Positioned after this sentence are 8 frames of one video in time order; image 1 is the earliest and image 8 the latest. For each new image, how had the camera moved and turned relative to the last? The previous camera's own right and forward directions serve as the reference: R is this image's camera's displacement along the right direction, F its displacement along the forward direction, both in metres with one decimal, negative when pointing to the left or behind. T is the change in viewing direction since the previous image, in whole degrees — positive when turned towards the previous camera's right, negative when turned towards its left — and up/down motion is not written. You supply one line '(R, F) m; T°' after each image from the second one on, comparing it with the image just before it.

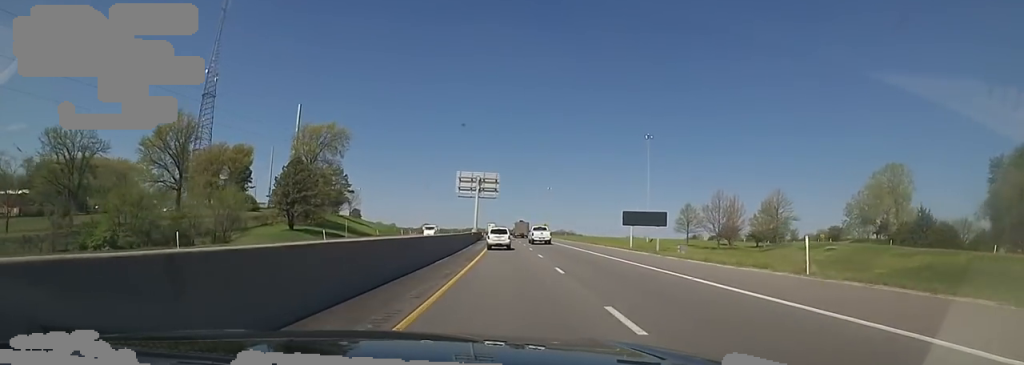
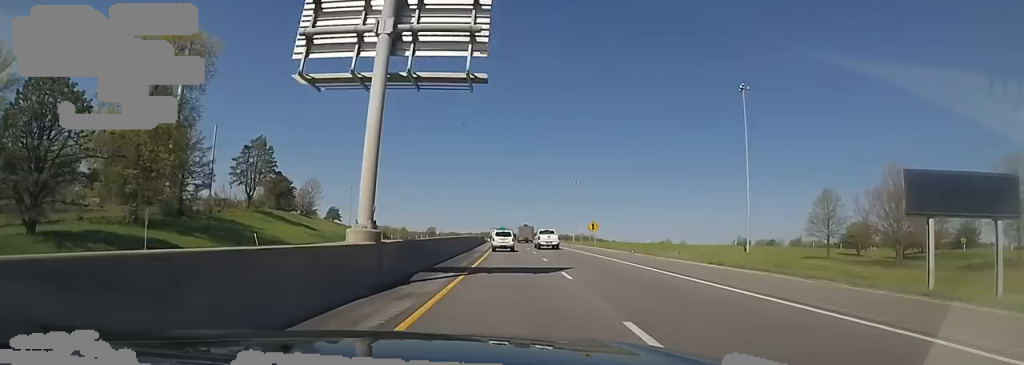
(+0.6, +50.1) m; -1°
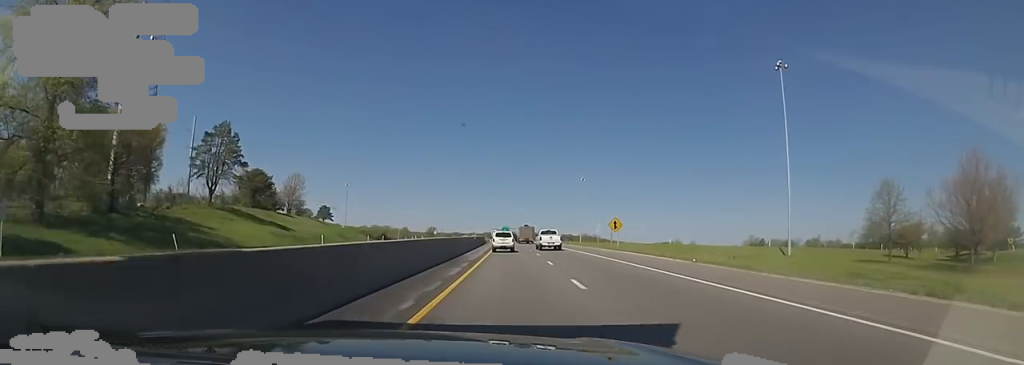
(-0.4, +12.3) m; -1°
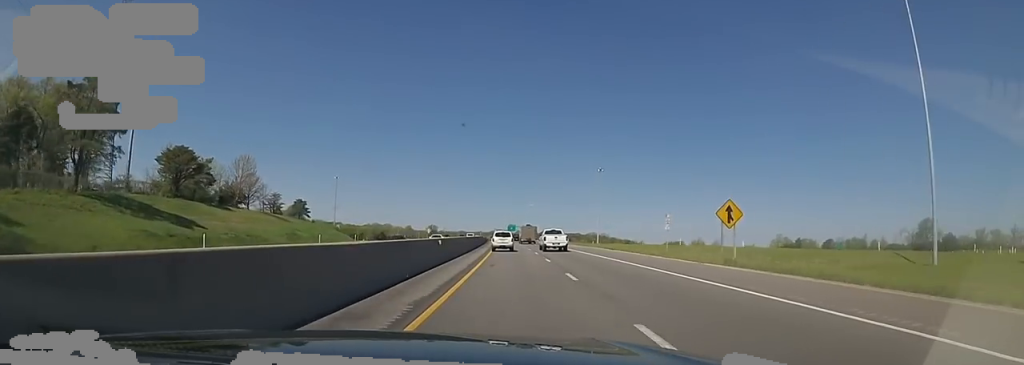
(-0.6, +26.6) m; -3°
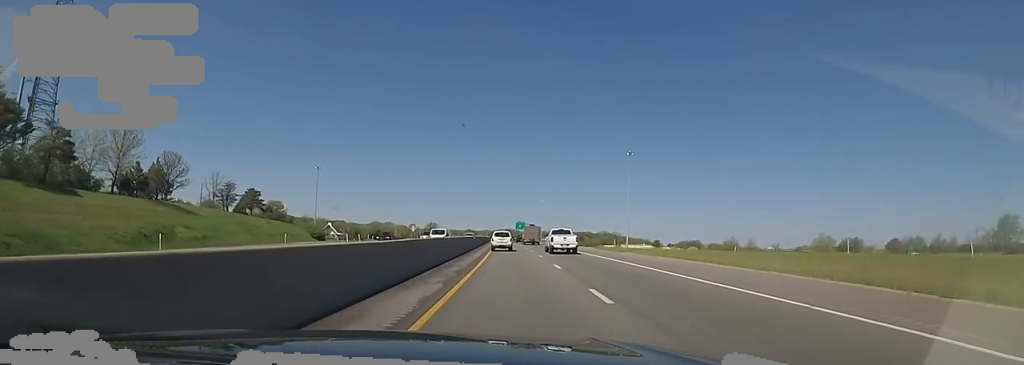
(-1.0, +33.9) m; -1°
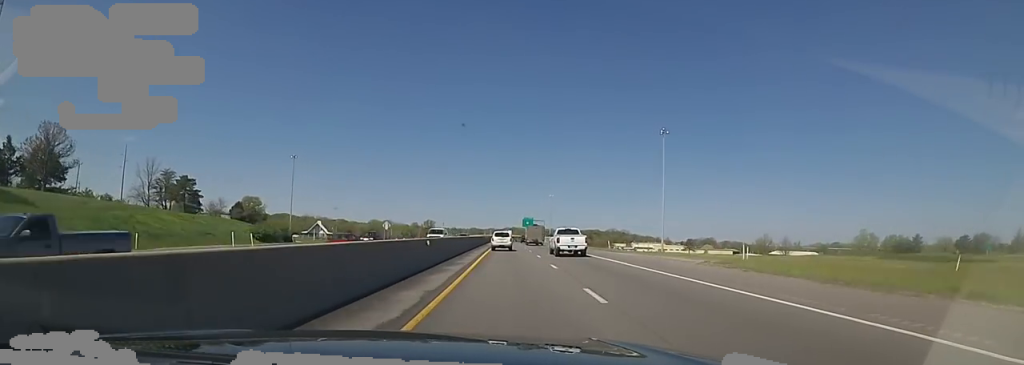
(+0.3, +29.1) m; 0°
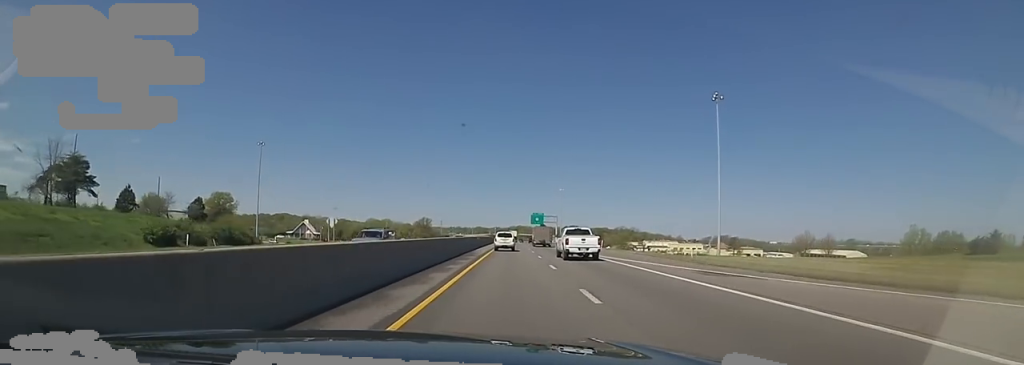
(0.0, +29.3) m; -1°
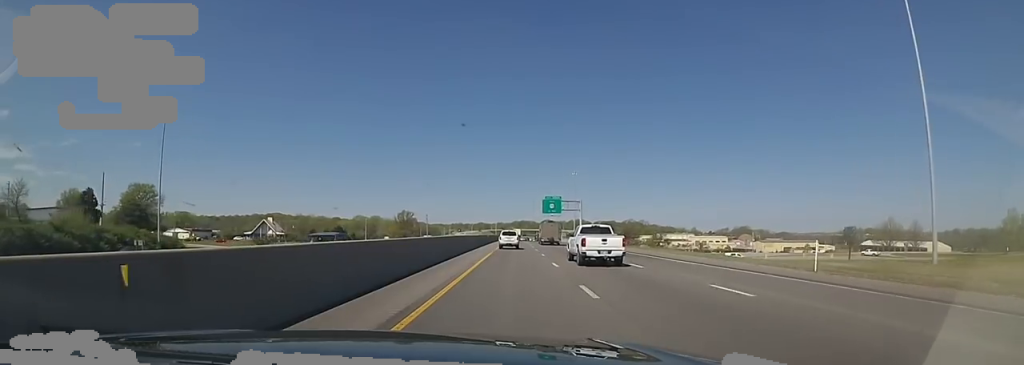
(-1.2, +48.4) m; +1°
